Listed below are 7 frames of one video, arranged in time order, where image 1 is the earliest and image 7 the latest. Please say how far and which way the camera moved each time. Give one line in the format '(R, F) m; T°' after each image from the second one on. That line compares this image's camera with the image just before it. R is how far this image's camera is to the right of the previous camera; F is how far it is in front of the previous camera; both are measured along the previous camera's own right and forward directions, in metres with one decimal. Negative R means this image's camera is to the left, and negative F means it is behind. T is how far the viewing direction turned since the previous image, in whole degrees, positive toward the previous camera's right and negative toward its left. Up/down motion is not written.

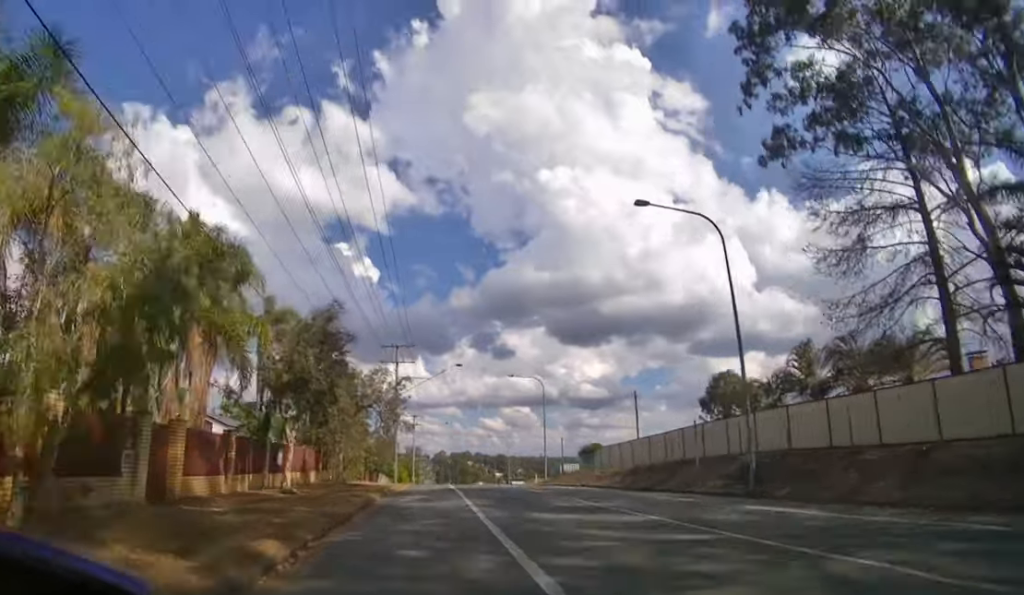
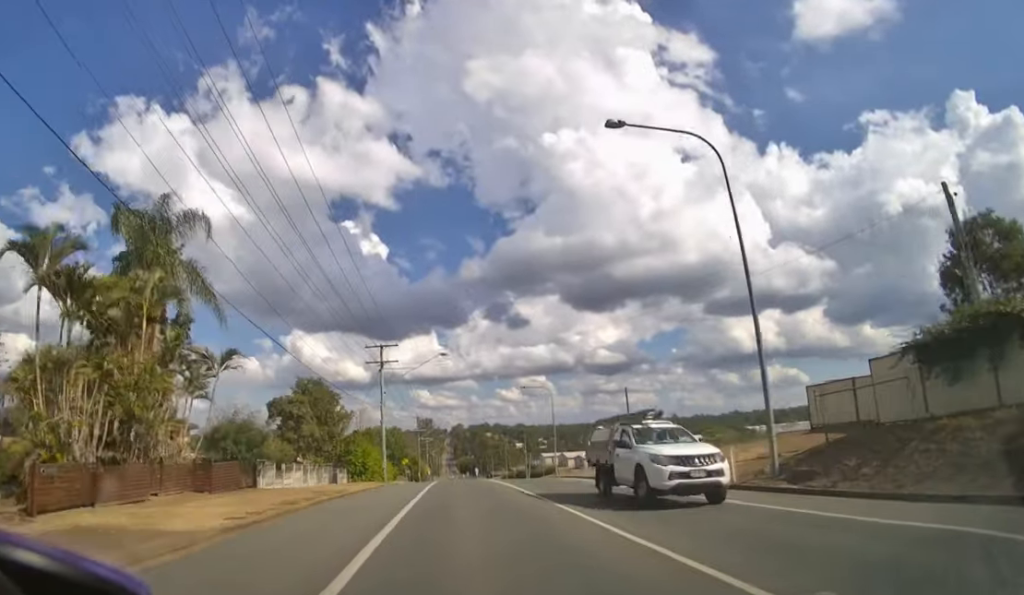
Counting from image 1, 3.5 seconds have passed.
(-0.3, +34.9) m; -3°
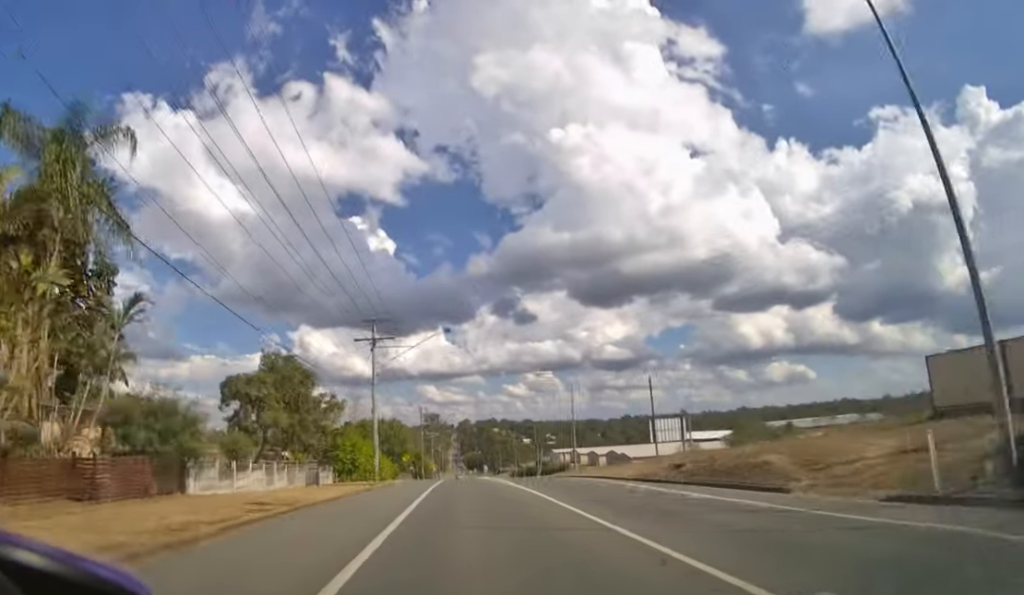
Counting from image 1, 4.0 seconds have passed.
(0.0, +5.5) m; 0°
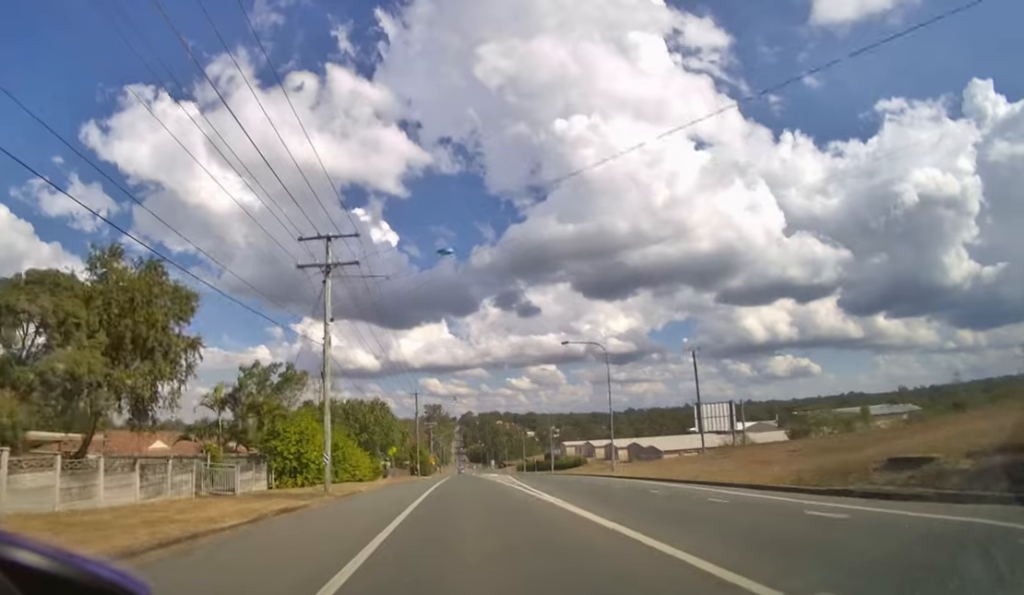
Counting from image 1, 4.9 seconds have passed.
(-0.1, +10.1) m; -1°
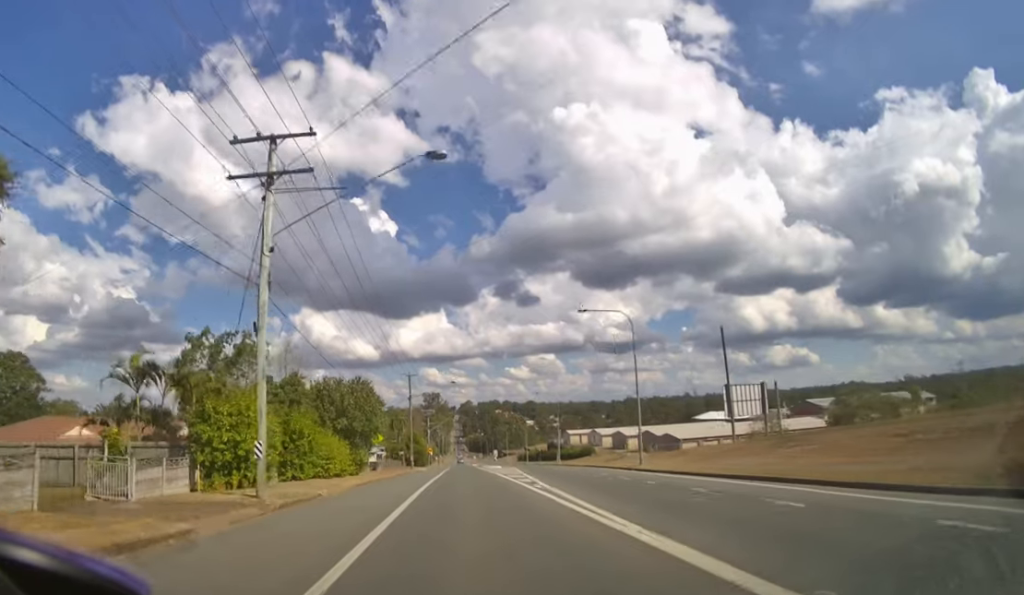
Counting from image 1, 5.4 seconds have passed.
(0.0, +5.2) m; 0°
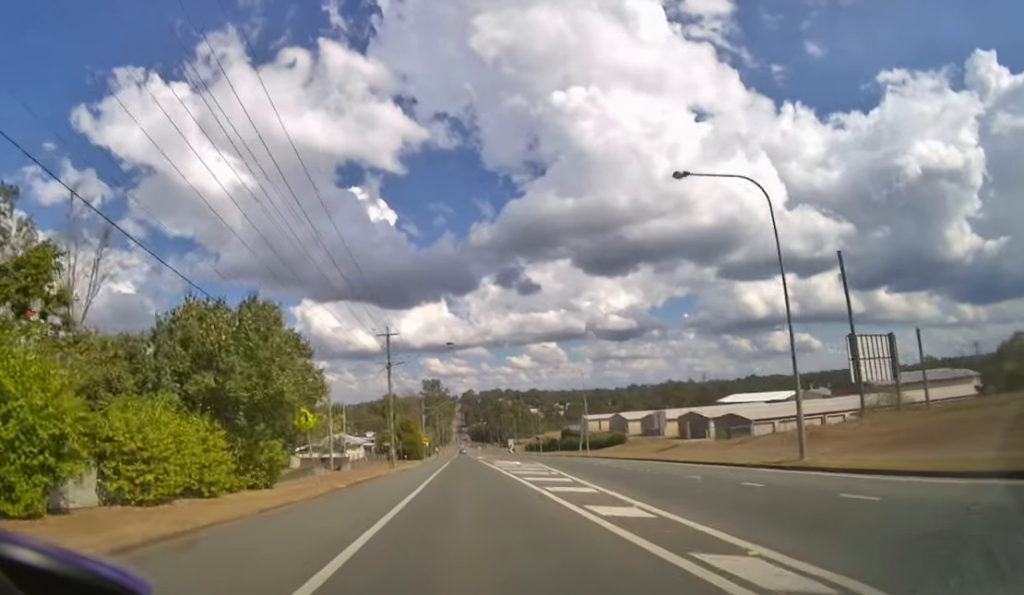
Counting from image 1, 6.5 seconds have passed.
(0.0, +15.5) m; 0°
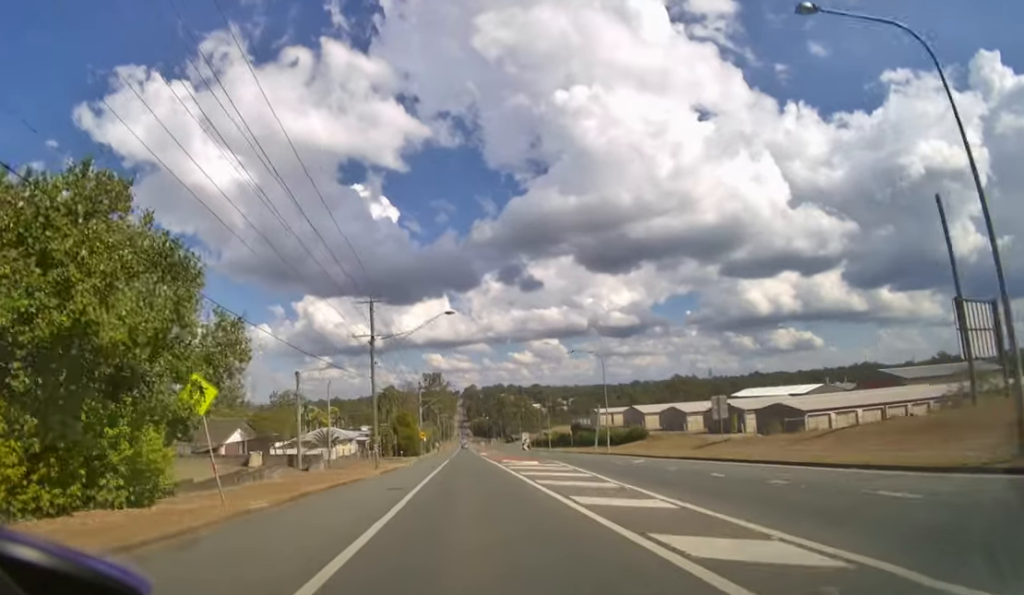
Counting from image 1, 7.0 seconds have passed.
(0.0, +8.1) m; 0°
